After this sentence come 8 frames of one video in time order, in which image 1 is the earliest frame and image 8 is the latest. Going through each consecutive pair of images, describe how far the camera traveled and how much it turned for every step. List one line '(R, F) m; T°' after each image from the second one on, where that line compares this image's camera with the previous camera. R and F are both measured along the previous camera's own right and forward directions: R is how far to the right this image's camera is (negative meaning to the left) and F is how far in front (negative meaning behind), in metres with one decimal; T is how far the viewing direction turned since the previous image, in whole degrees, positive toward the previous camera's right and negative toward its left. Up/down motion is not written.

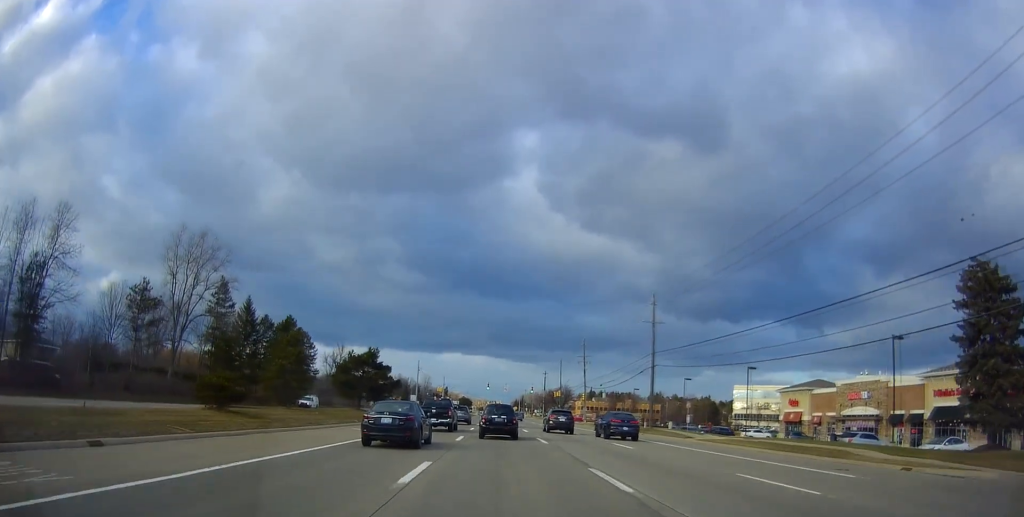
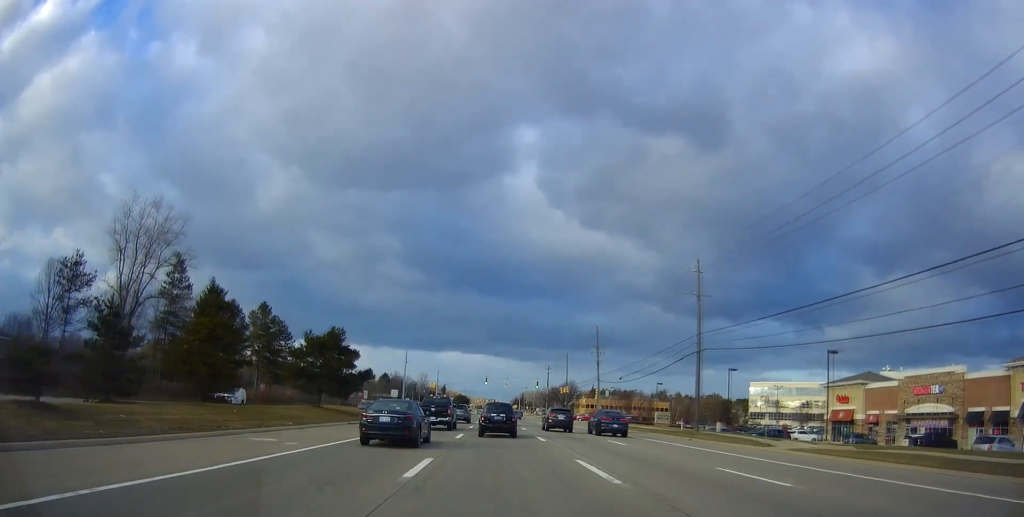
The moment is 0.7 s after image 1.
(+0.2, +14.4) m; 0°
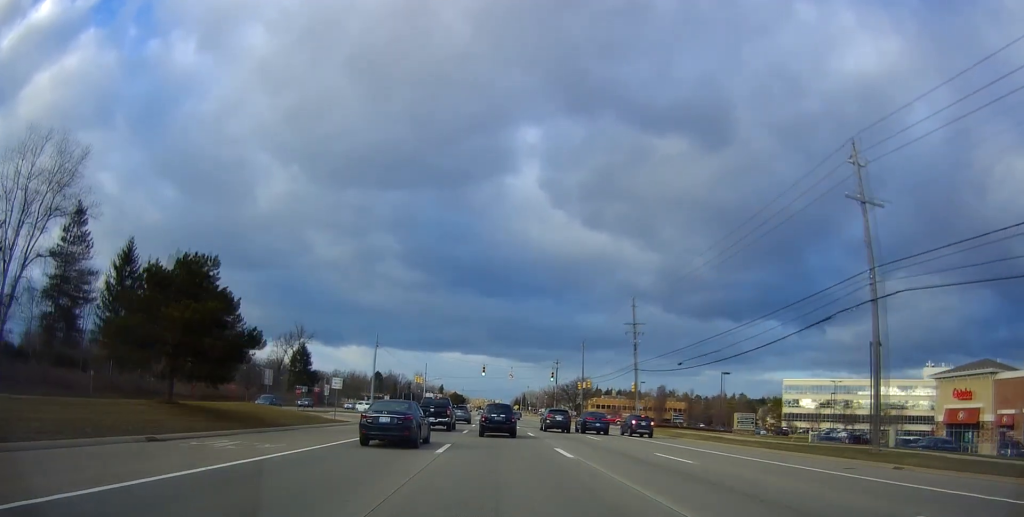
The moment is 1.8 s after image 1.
(-0.3, +24.3) m; -1°
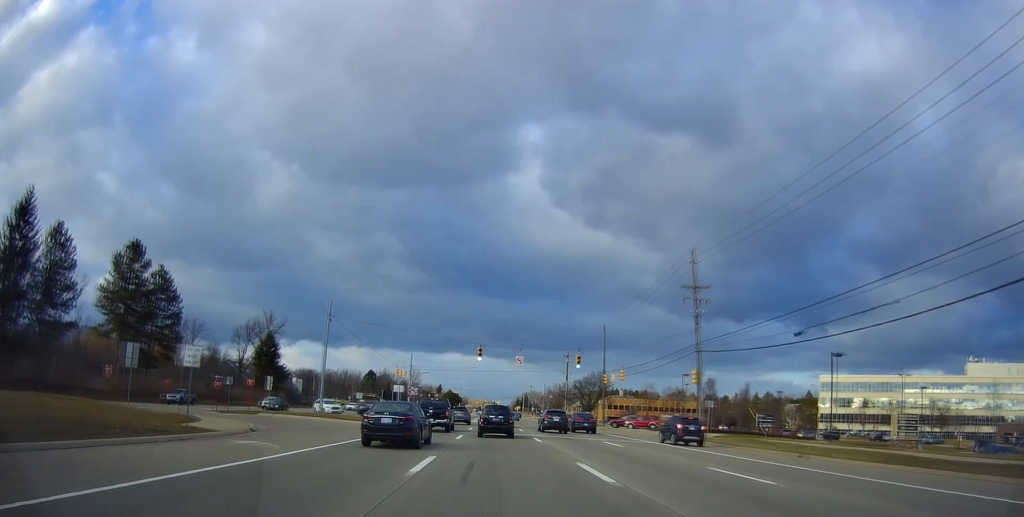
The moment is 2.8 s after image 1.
(+0.1, +21.0) m; +1°
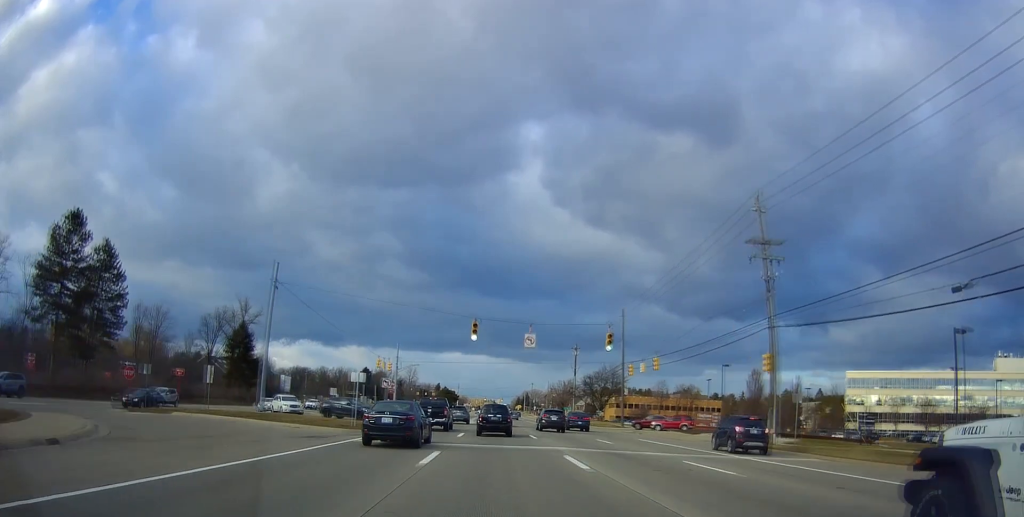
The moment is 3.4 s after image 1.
(+0.2, +13.2) m; 0°
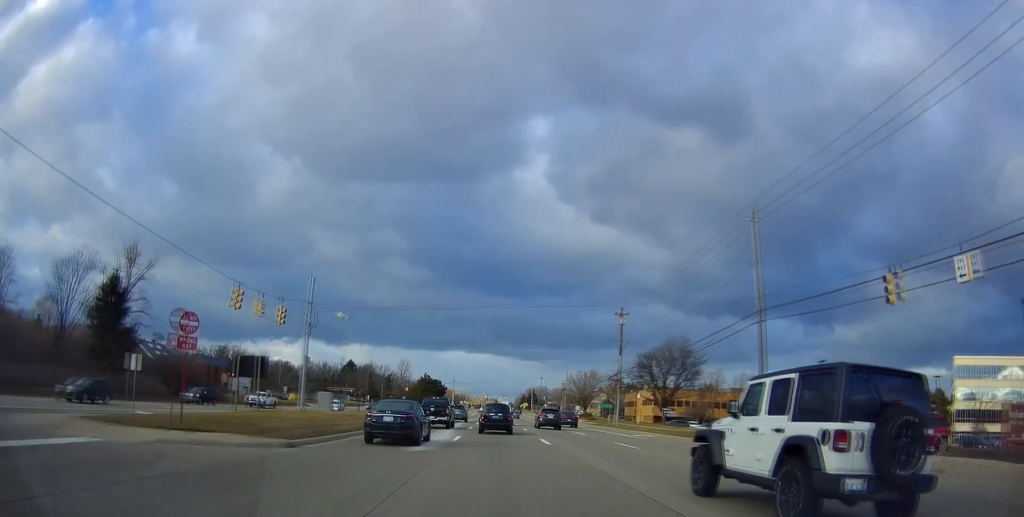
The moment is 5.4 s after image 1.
(-0.1, +40.1) m; -1°
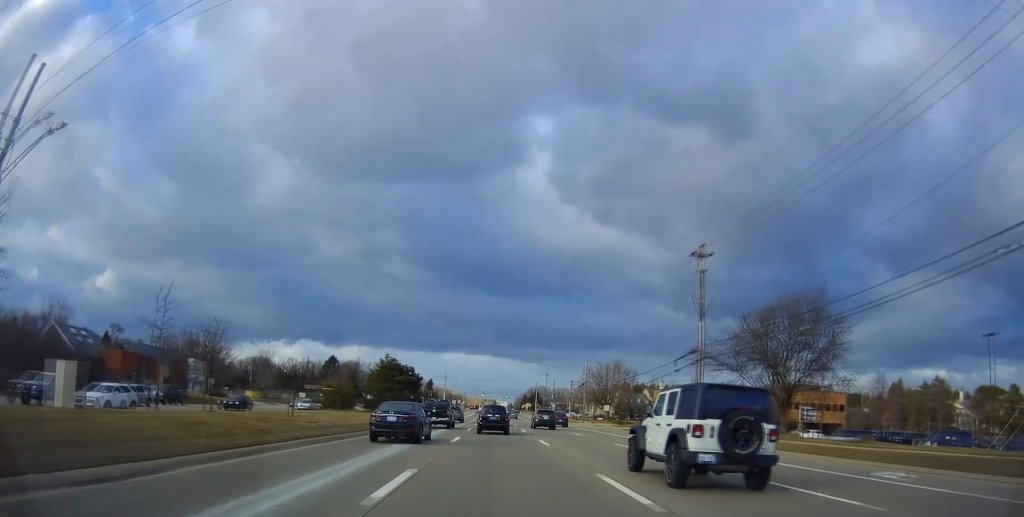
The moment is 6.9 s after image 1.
(-0.2, +30.7) m; 0°
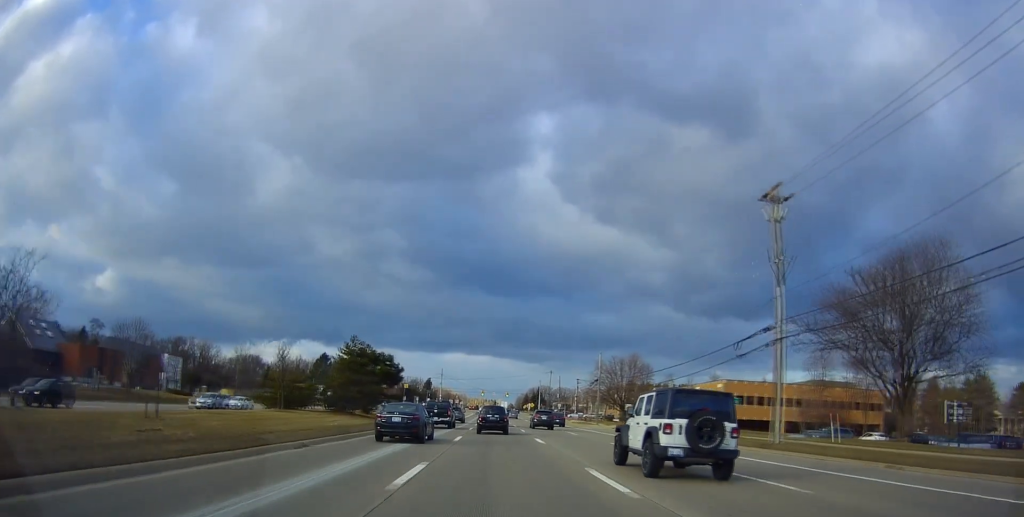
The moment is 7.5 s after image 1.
(+0.1, +13.6) m; 0°
